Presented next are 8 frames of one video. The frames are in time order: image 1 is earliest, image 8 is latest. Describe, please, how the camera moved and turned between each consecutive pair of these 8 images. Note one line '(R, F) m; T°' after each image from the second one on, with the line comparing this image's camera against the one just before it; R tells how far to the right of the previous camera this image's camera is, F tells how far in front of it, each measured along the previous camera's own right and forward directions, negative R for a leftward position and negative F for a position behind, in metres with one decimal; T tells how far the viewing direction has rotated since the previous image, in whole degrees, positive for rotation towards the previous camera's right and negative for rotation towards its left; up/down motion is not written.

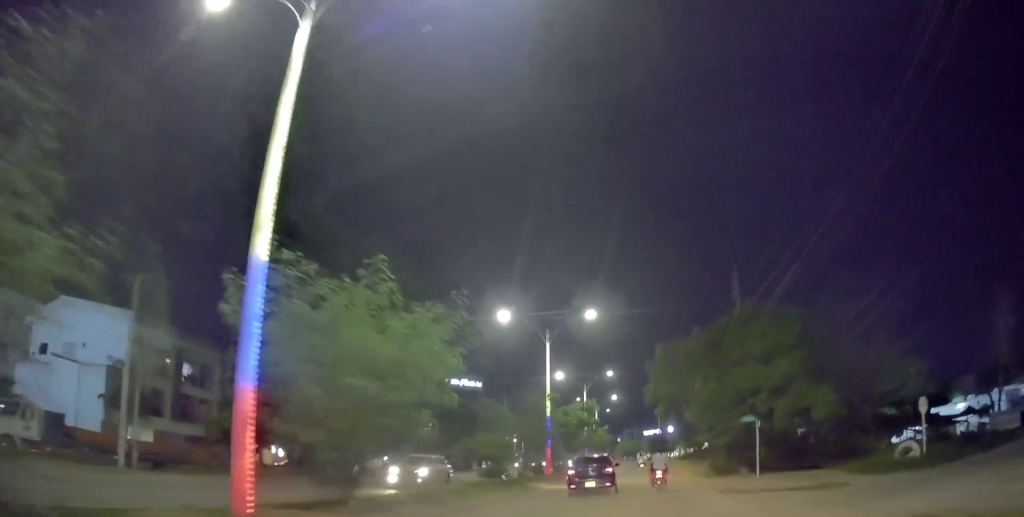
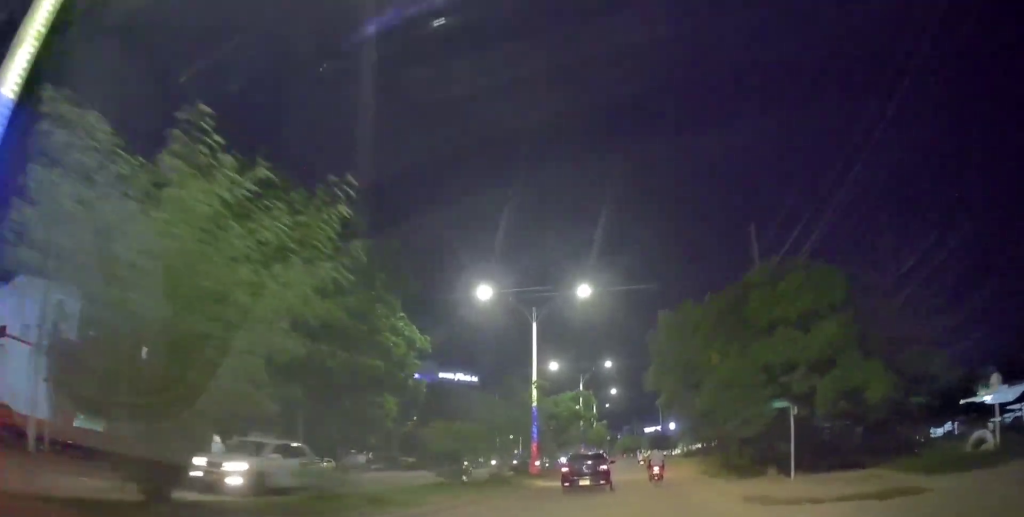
(+0.1, +5.5) m; +1°
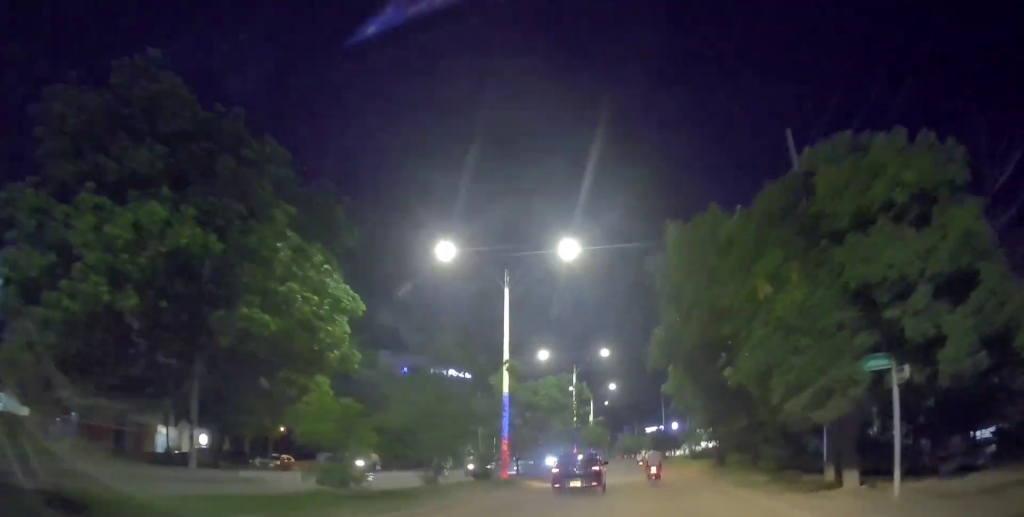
(+0.4, +7.7) m; -1°
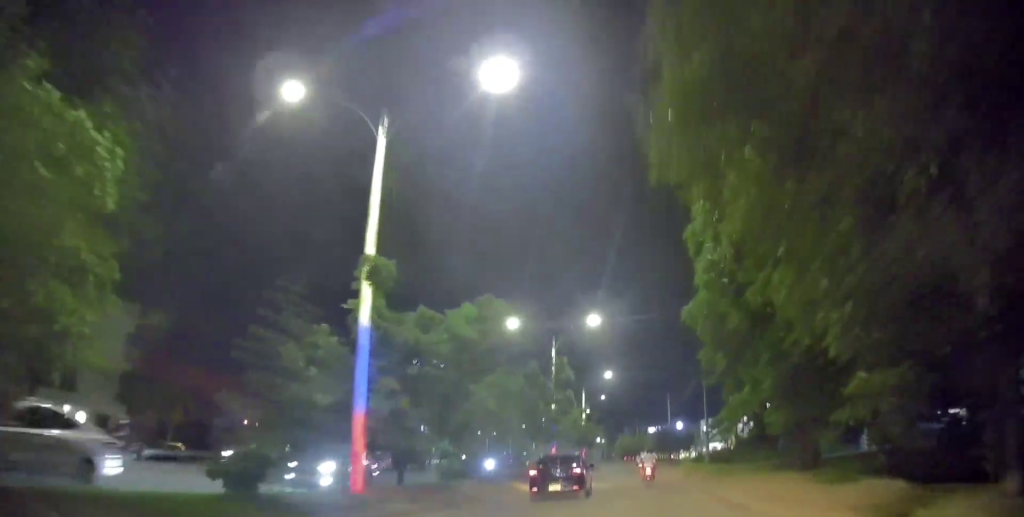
(-1.0, +14.8) m; -3°
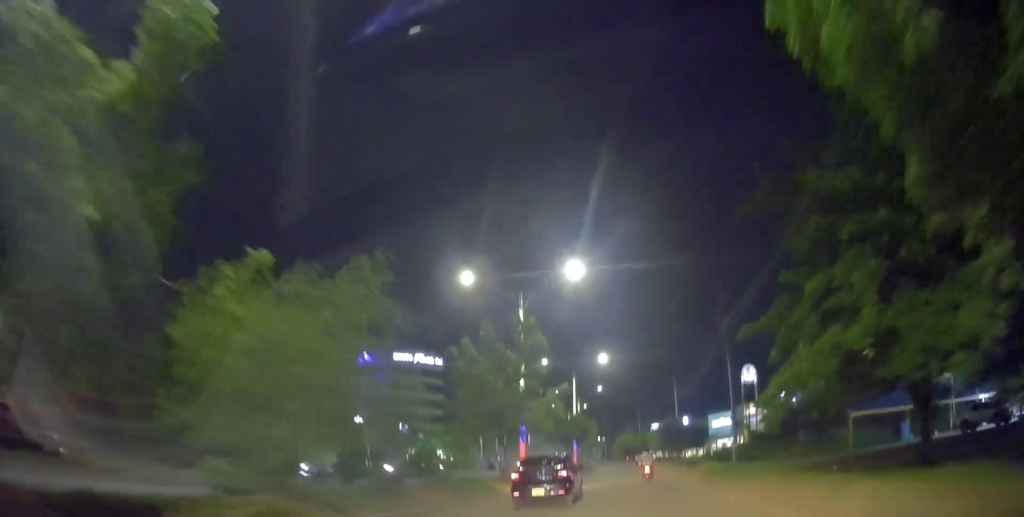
(+0.4, +11.9) m; +2°
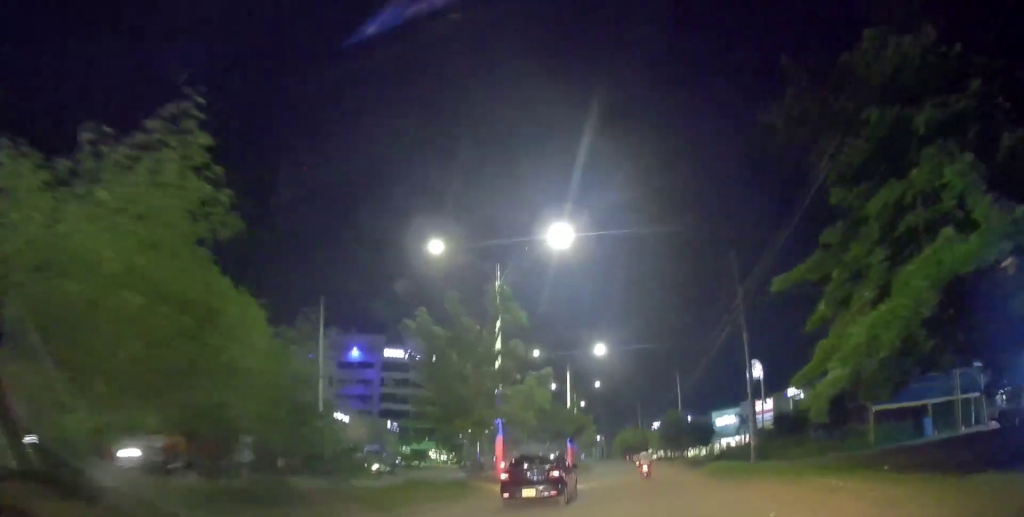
(0.0, +5.4) m; 0°
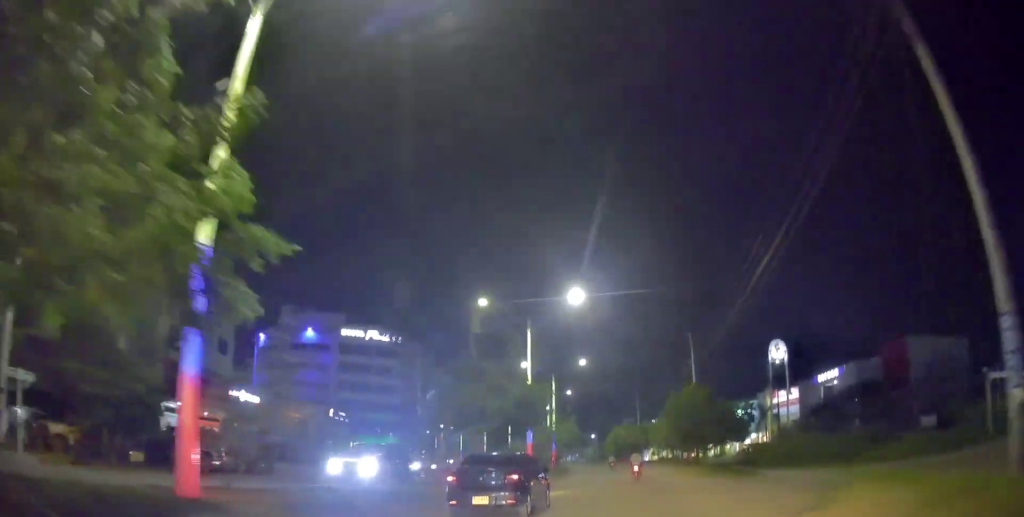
(+0.1, +19.6) m; 0°
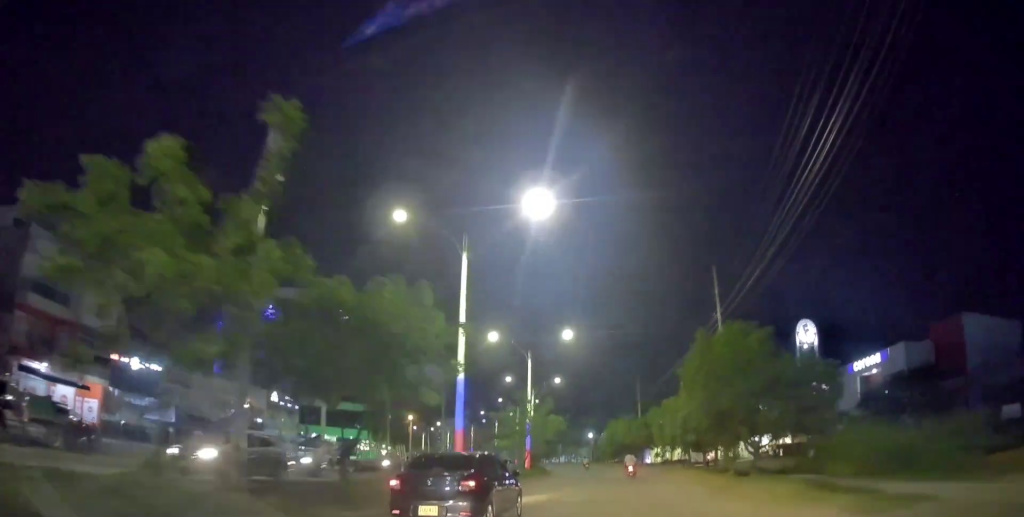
(-0.3, +14.5) m; -3°
